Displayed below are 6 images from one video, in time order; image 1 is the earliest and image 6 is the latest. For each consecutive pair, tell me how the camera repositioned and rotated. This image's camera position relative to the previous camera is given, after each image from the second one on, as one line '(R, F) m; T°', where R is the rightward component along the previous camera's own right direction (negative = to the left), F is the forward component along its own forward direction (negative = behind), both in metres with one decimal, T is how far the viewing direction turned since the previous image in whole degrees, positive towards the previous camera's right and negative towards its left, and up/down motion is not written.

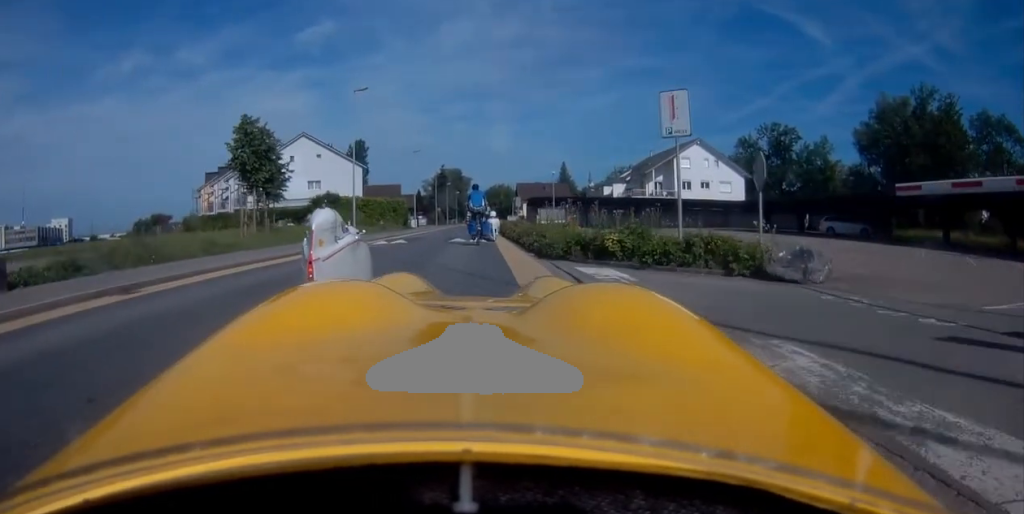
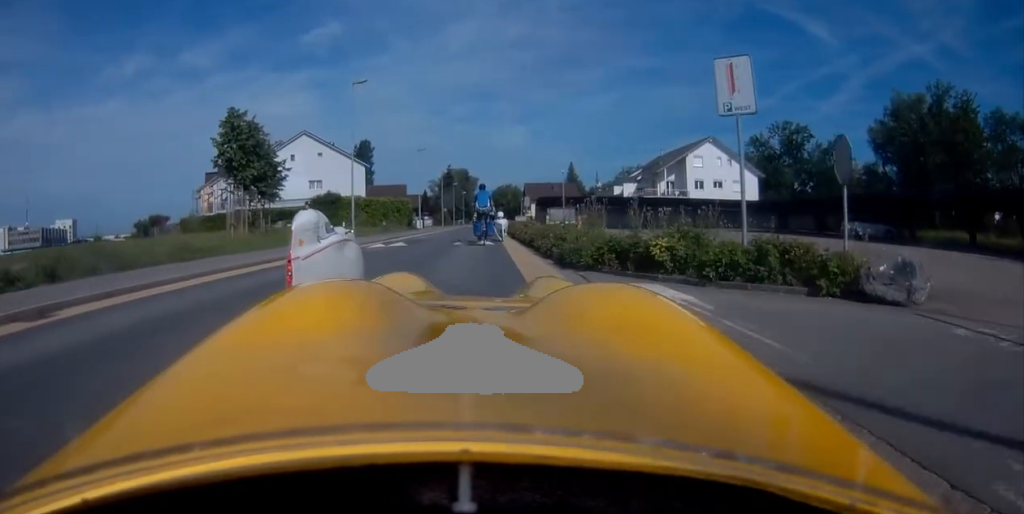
(0.0, +2.3) m; 0°
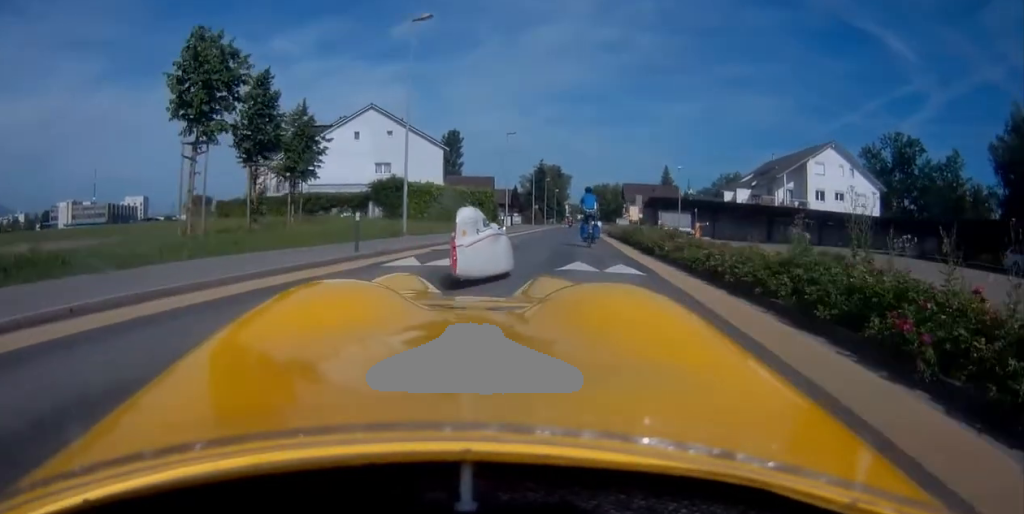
(-0.1, +10.2) m; -1°
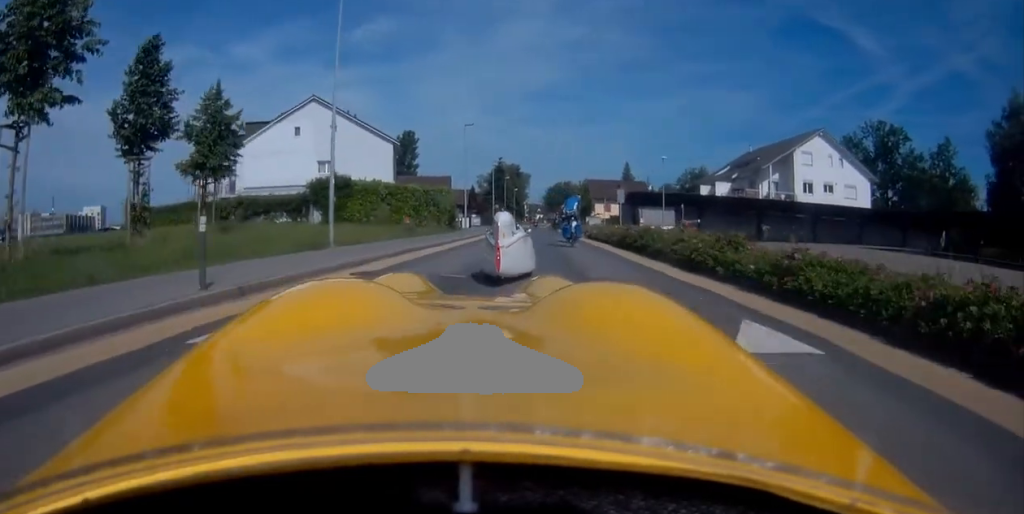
(0.0, +5.9) m; +4°
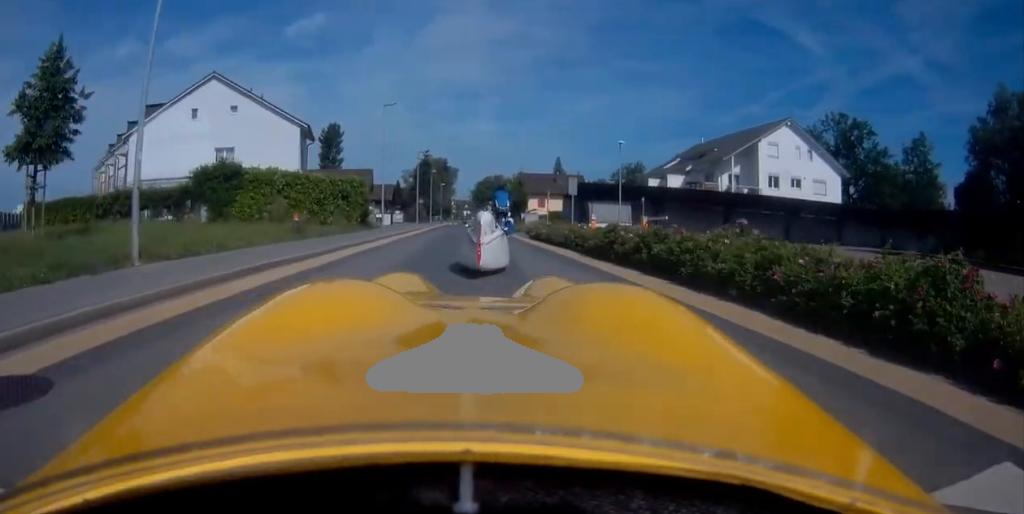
(+0.4, +6.9) m; 0°
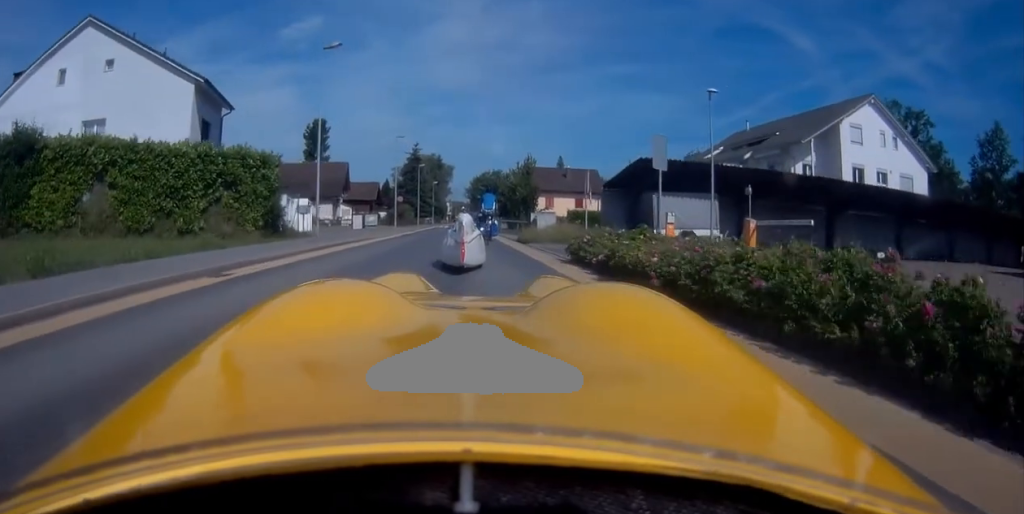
(-0.1, +14.5) m; 0°
